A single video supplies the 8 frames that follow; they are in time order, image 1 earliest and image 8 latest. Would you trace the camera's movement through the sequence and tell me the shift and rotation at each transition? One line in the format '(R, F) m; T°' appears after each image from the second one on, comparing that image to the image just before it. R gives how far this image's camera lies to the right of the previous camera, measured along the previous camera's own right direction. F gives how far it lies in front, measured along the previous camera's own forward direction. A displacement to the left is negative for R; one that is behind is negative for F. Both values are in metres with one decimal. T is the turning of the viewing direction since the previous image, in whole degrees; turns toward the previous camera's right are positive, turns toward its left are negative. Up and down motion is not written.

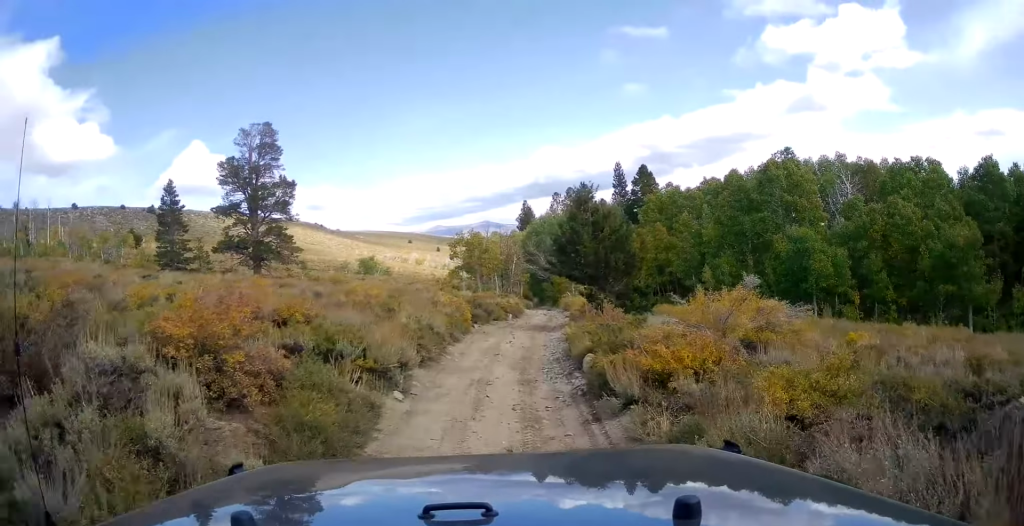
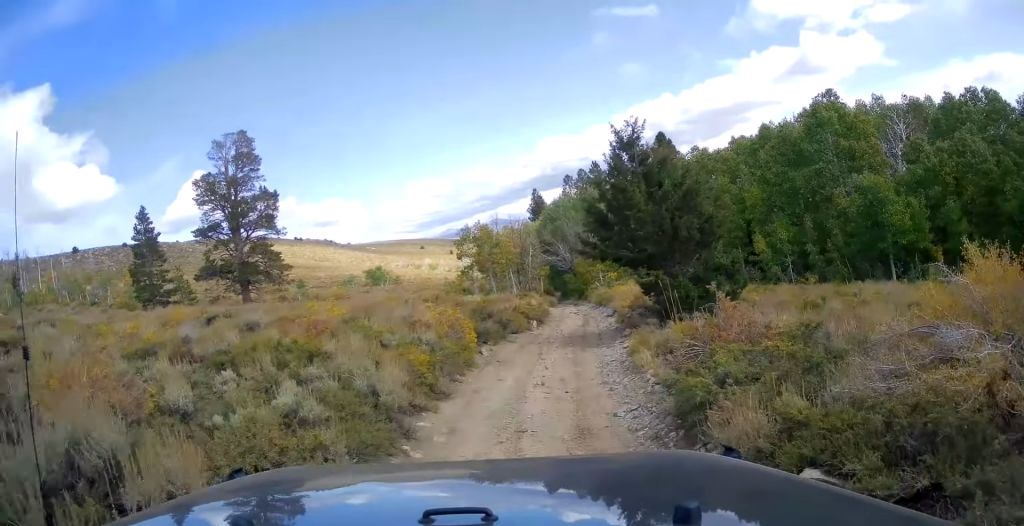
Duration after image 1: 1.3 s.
(+1.0, +9.6) m; +9°
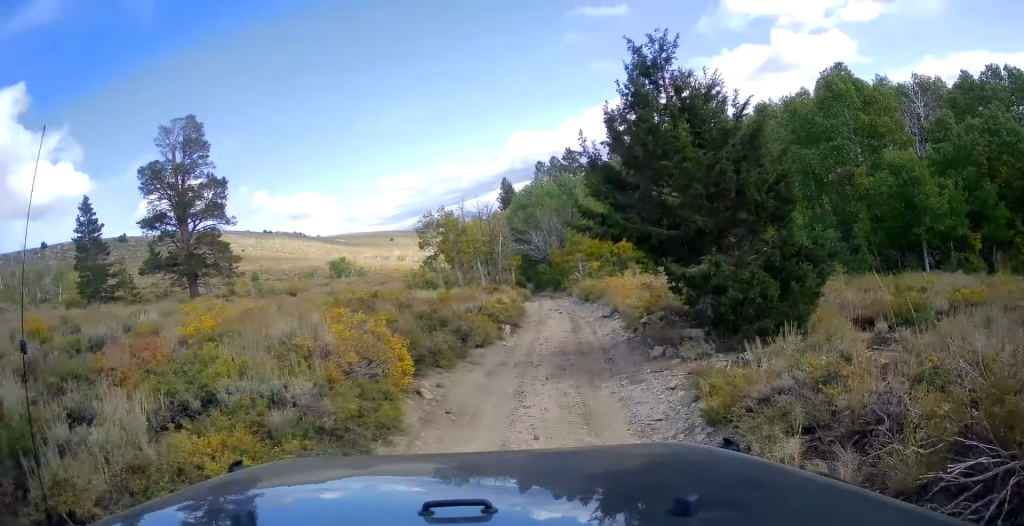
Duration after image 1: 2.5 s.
(+0.6, +7.2) m; +12°
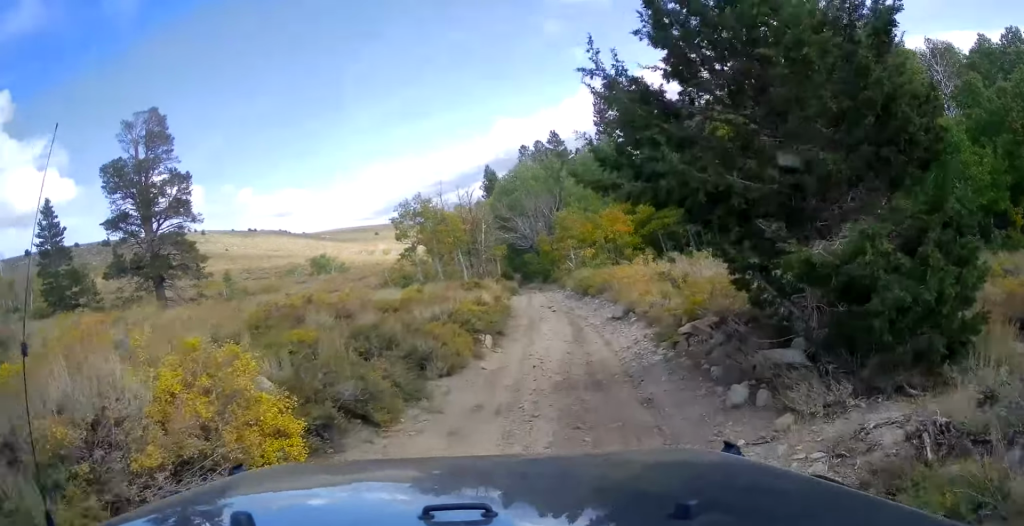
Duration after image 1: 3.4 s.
(+0.6, +5.3) m; +4°
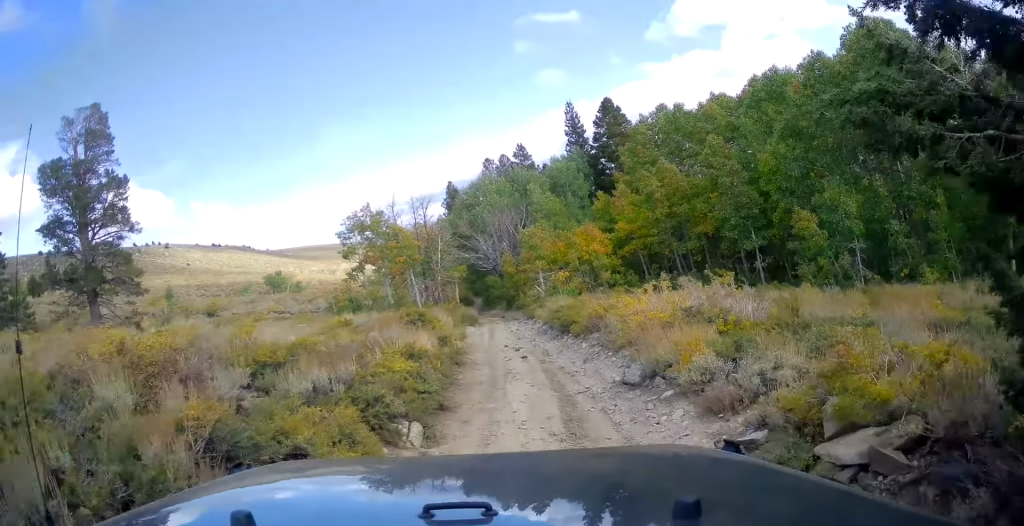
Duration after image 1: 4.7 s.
(-0.2, +6.9) m; +1°
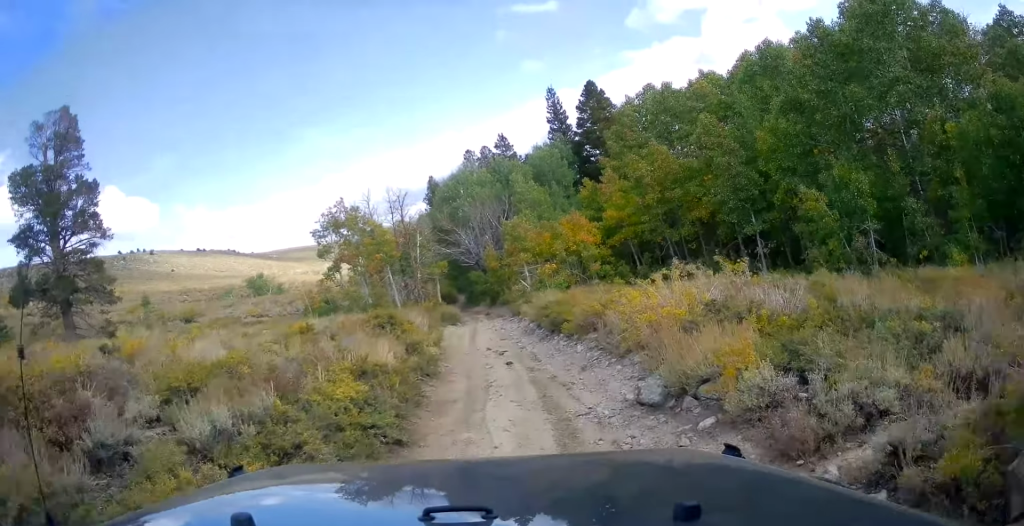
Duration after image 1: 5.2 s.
(0.0, +2.7) m; +1°
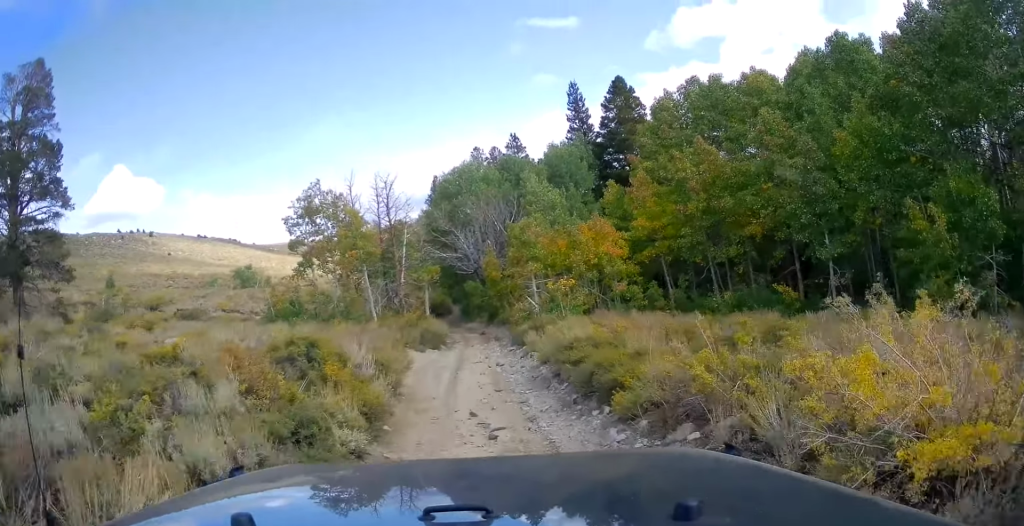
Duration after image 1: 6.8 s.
(-0.1, +7.7) m; -1°
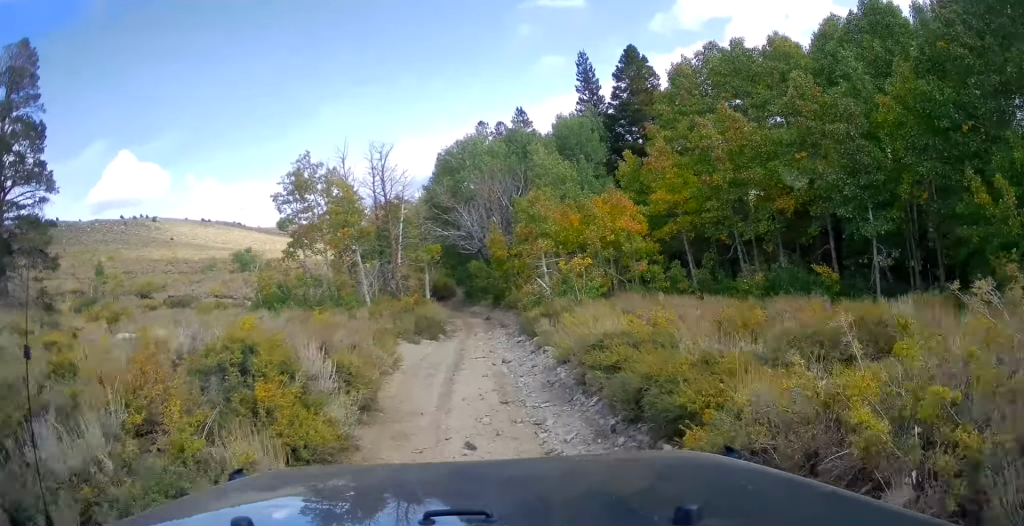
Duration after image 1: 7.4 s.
(0.0, +2.7) m; +2°
